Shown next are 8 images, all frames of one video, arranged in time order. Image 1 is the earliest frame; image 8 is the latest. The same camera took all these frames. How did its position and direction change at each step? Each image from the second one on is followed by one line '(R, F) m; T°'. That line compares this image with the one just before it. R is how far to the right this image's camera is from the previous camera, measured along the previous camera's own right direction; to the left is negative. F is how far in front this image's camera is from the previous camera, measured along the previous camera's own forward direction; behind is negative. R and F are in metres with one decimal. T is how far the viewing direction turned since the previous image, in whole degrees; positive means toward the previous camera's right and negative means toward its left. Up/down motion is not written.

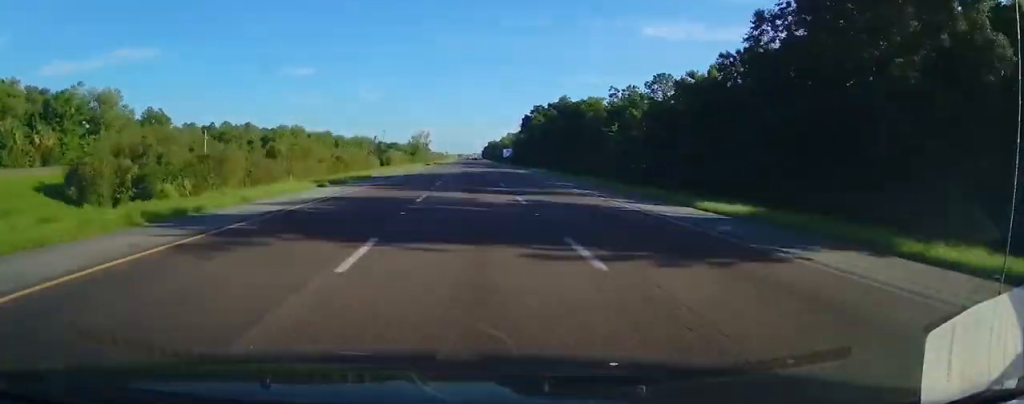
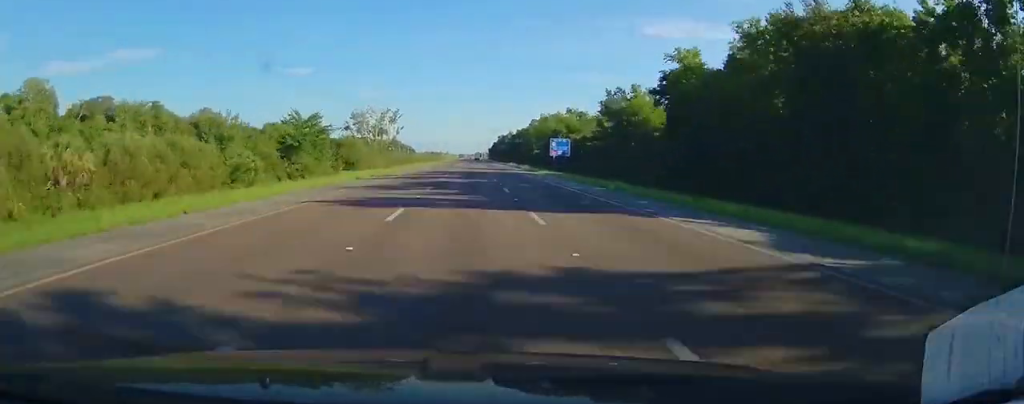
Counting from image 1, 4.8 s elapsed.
(-0.3, +163.0) m; 0°
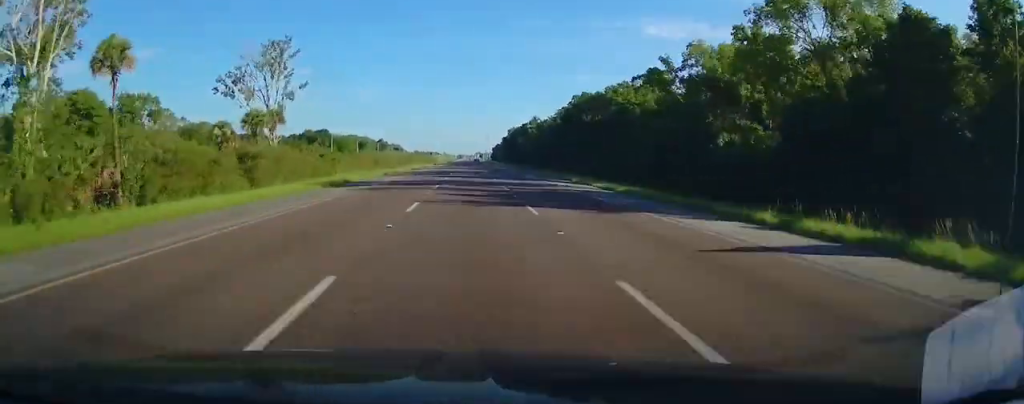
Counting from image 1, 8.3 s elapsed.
(0.0, +117.9) m; 0°
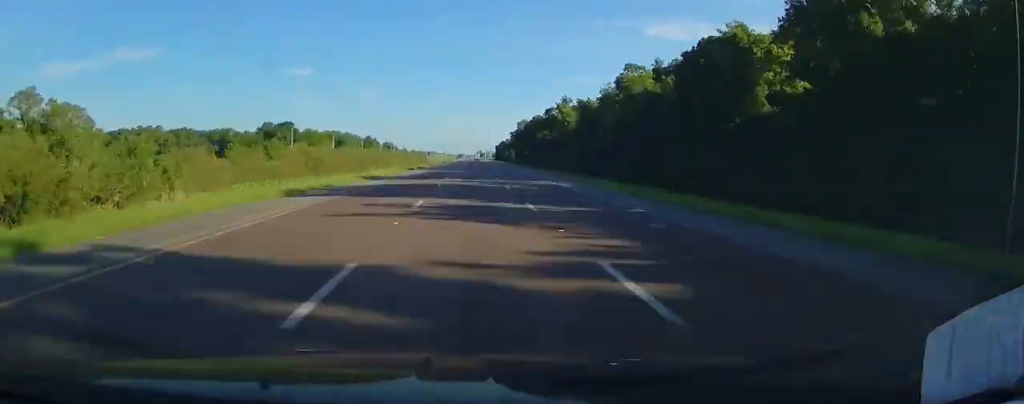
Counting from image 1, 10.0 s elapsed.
(-0.2, +59.3) m; 0°
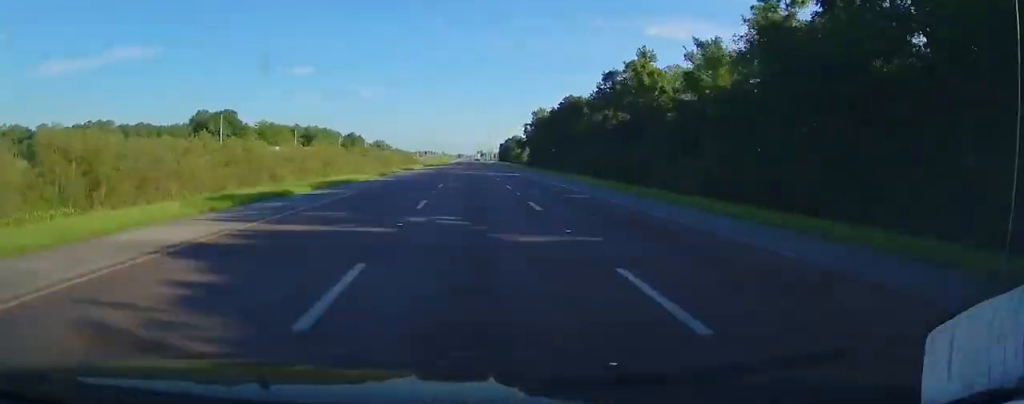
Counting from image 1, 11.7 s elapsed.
(-0.4, +59.3) m; 0°
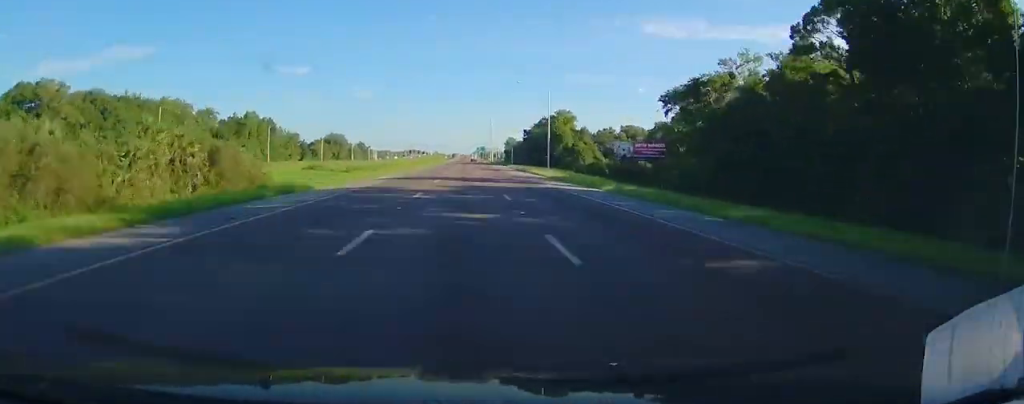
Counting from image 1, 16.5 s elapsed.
(+1.3, +165.1) m; 0°
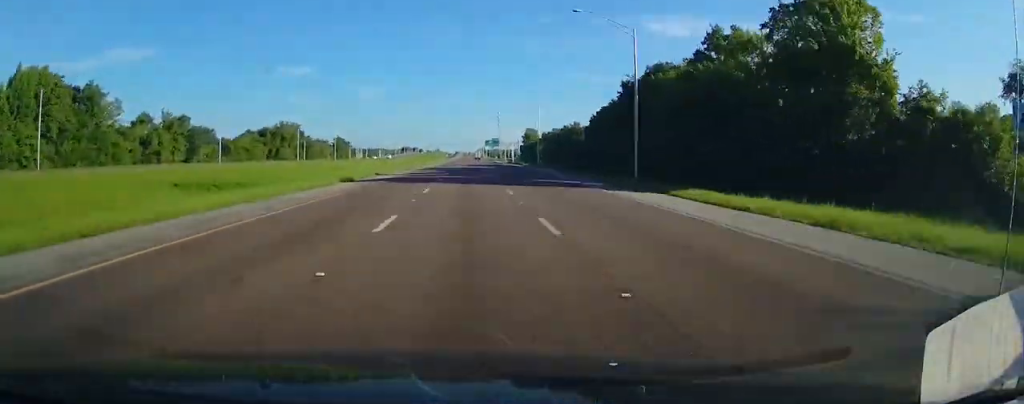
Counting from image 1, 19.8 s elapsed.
(-0.8, +110.1) m; 0°
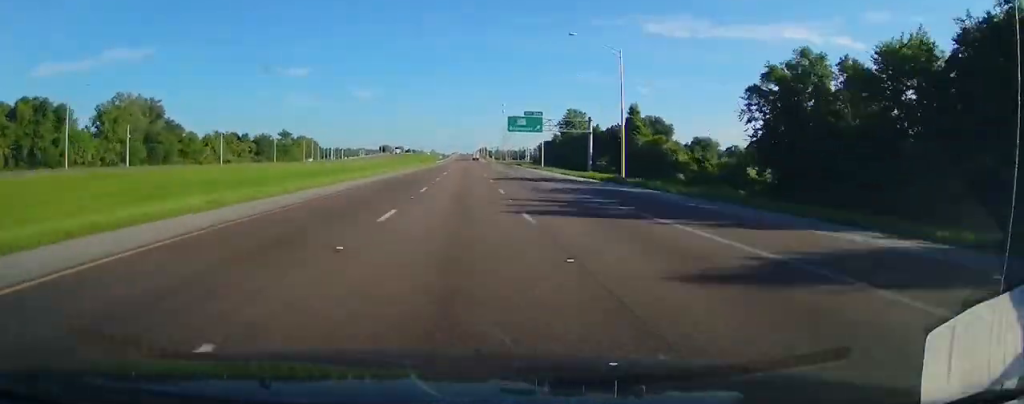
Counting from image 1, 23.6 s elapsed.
(+0.6, +132.6) m; 0°
